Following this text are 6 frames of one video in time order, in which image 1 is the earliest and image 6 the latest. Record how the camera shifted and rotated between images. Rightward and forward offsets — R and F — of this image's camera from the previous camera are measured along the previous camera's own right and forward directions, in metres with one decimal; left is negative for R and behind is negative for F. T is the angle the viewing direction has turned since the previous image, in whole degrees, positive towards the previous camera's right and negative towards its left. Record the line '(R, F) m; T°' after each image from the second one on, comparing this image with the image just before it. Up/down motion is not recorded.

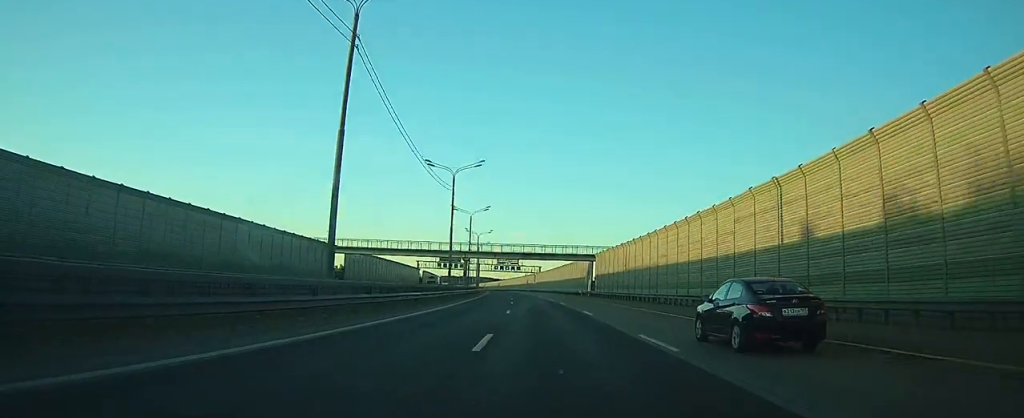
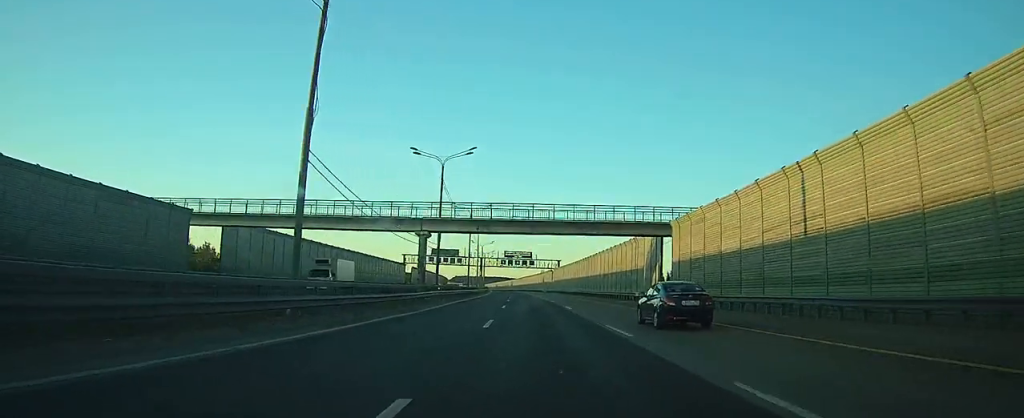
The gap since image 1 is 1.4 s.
(-0.4, +41.2) m; -1°
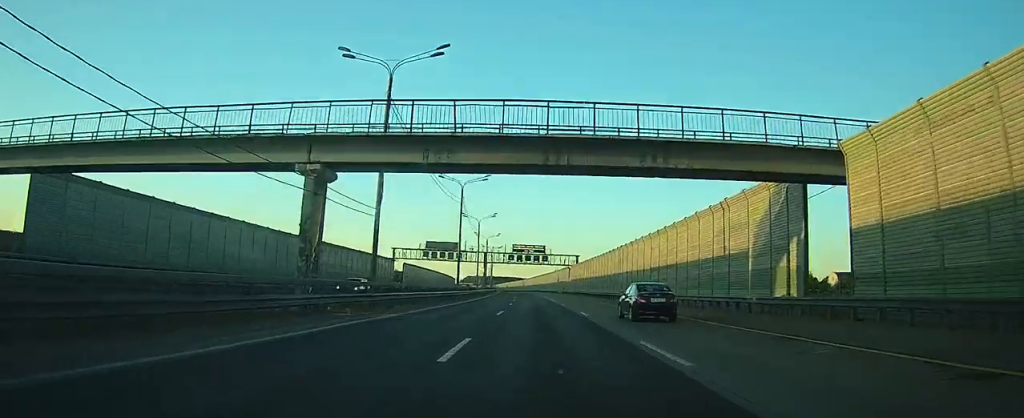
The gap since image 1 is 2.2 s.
(-0.2, +24.7) m; -1°
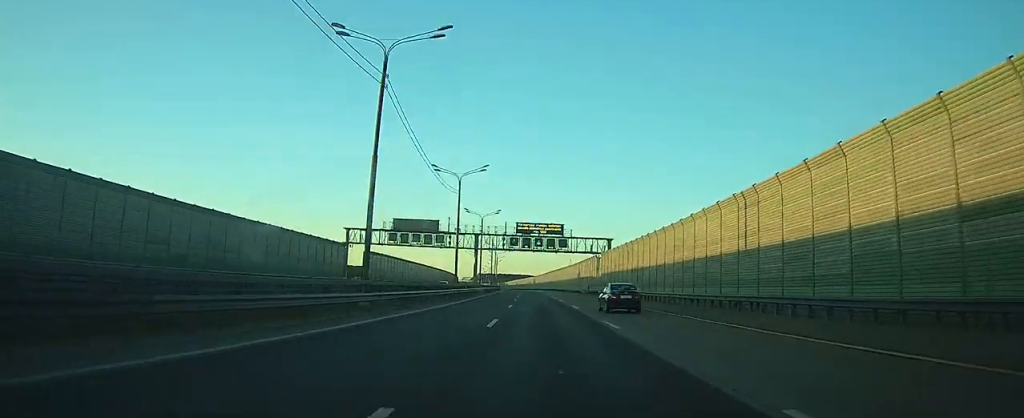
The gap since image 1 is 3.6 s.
(-0.6, +39.7) m; -1°
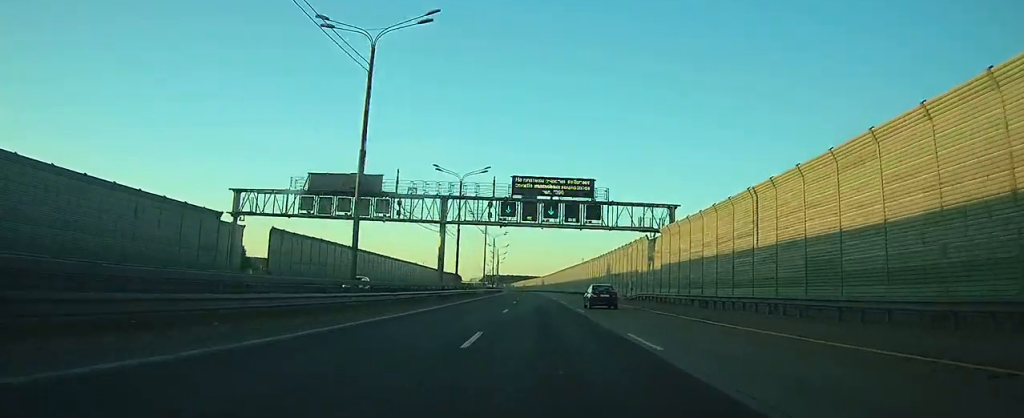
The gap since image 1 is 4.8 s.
(-0.3, +37.9) m; -1°
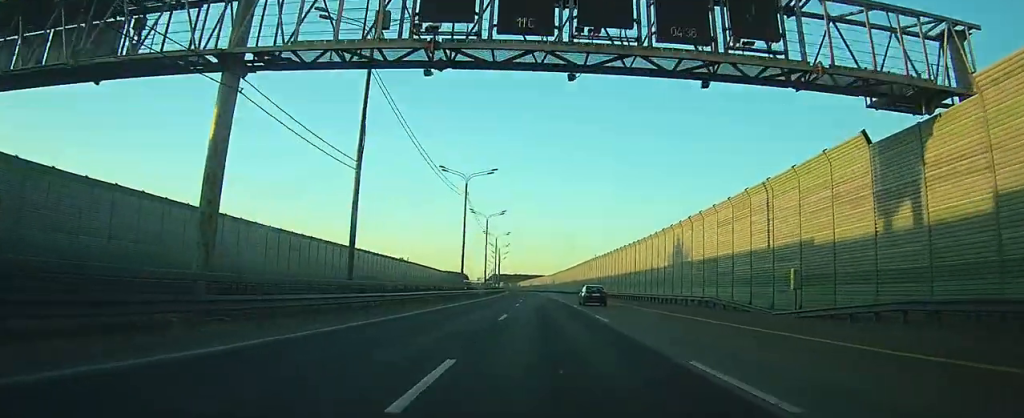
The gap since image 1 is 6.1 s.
(-0.1, +38.0) m; -1°
